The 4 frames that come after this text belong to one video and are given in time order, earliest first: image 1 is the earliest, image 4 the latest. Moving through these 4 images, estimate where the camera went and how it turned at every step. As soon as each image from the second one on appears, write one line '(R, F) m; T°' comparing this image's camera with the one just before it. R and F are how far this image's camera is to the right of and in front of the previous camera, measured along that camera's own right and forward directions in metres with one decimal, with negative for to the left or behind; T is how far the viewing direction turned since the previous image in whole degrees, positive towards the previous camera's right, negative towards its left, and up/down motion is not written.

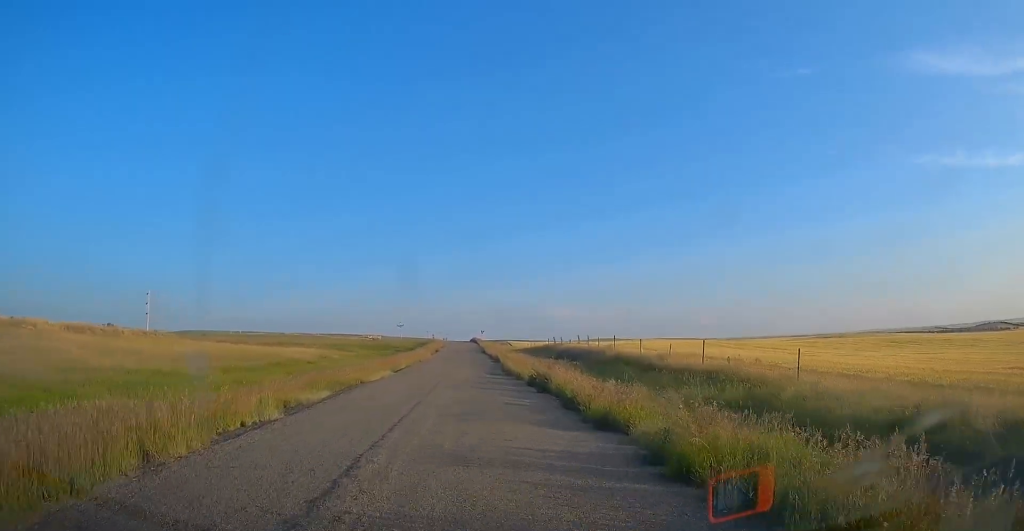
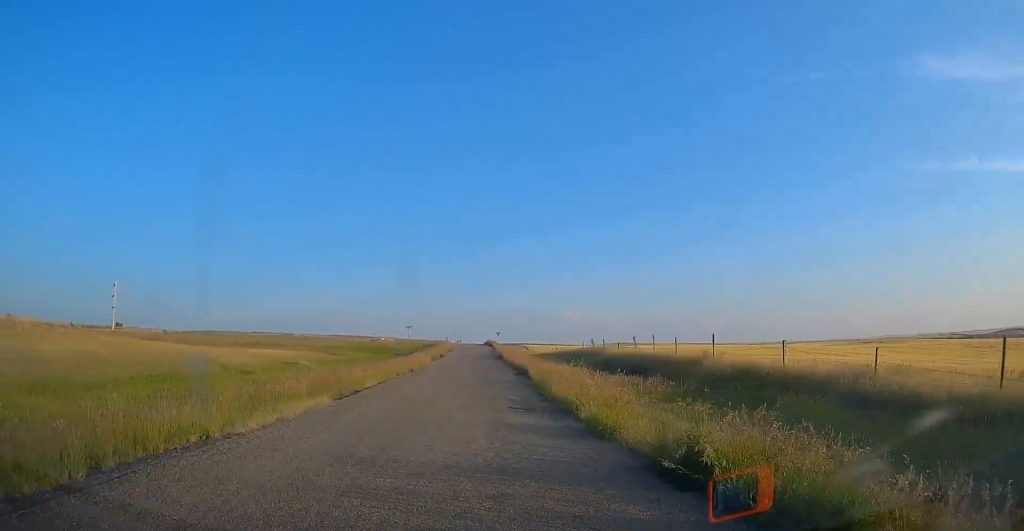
(0.0, +17.1) m; 0°
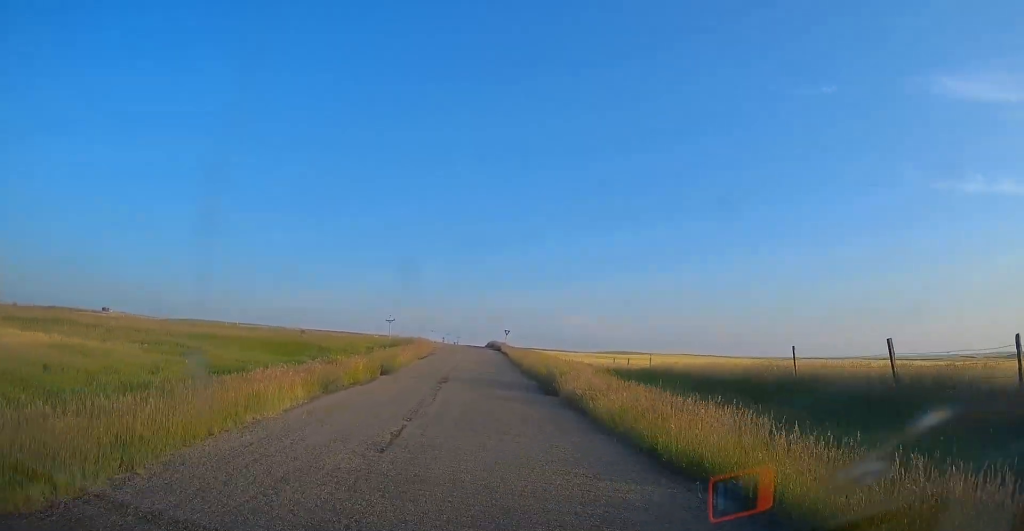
(-1.1, +43.1) m; 0°
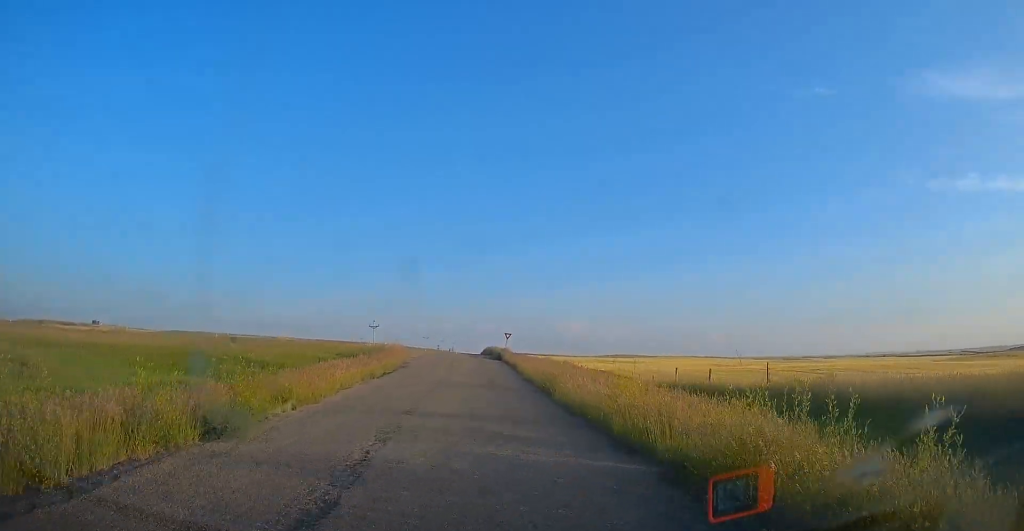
(0.0, +17.8) m; 0°
